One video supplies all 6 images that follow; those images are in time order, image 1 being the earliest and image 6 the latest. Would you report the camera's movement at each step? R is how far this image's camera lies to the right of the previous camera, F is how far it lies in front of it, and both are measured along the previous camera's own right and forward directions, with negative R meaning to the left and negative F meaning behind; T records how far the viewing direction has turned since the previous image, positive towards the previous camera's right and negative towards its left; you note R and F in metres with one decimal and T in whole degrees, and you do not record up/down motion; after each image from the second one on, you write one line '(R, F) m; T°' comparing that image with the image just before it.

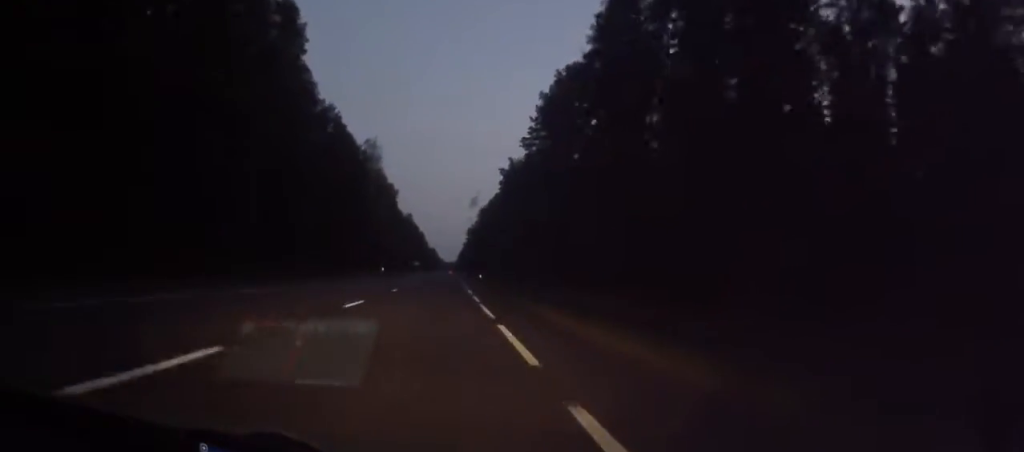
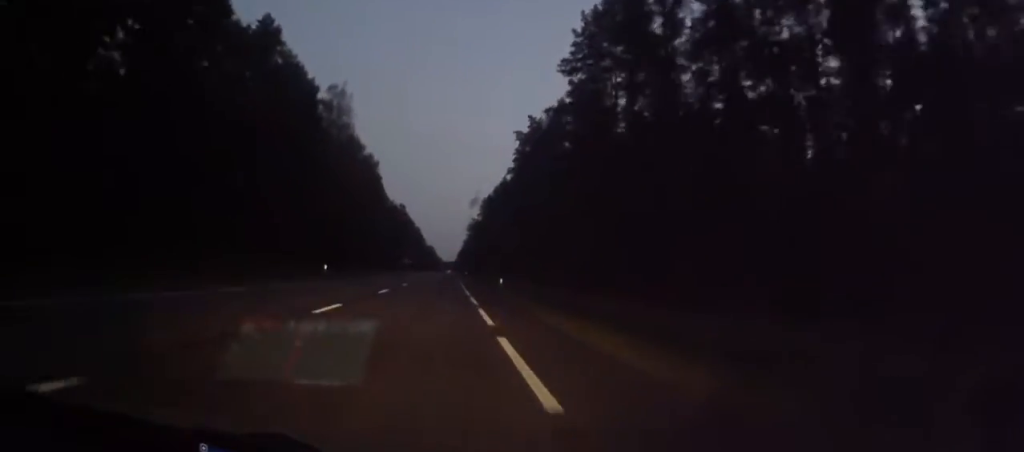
(0.0, +38.6) m; 0°
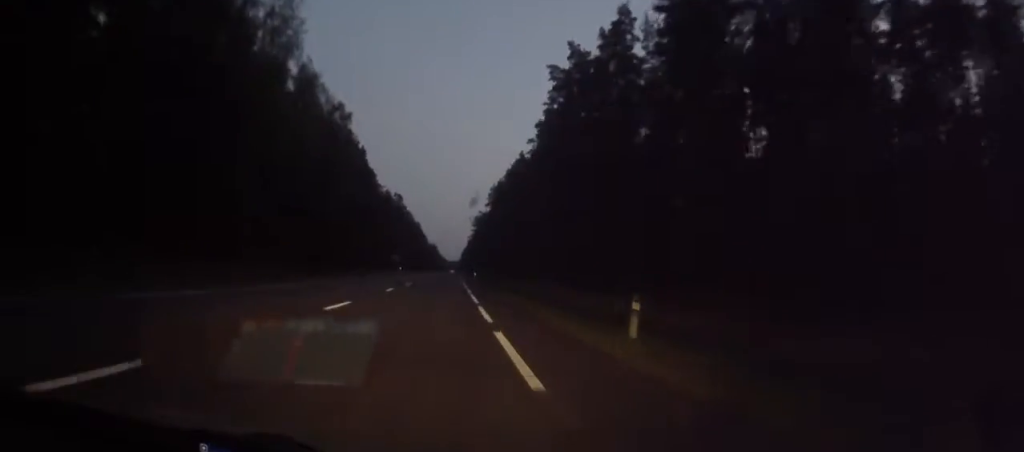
(-0.1, +34.8) m; -1°
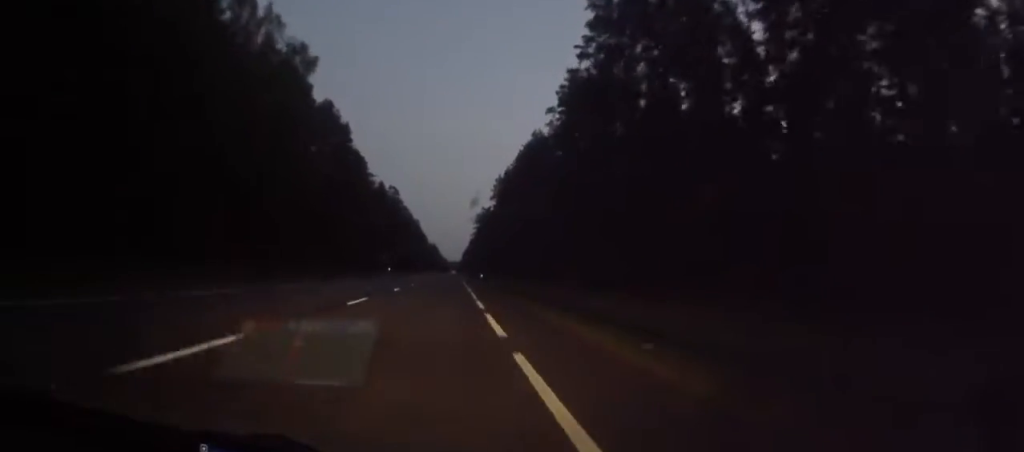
(-0.2, +21.3) m; 0°
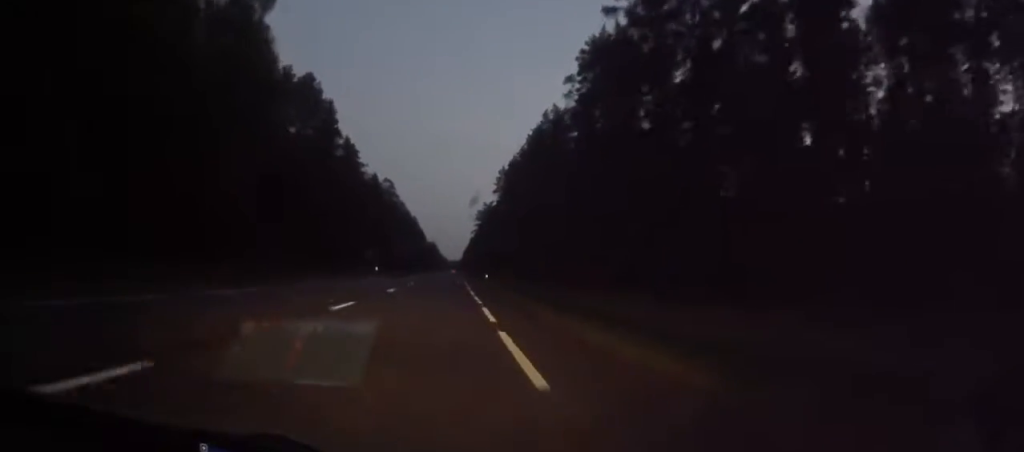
(+0.1, +14.6) m; 0°
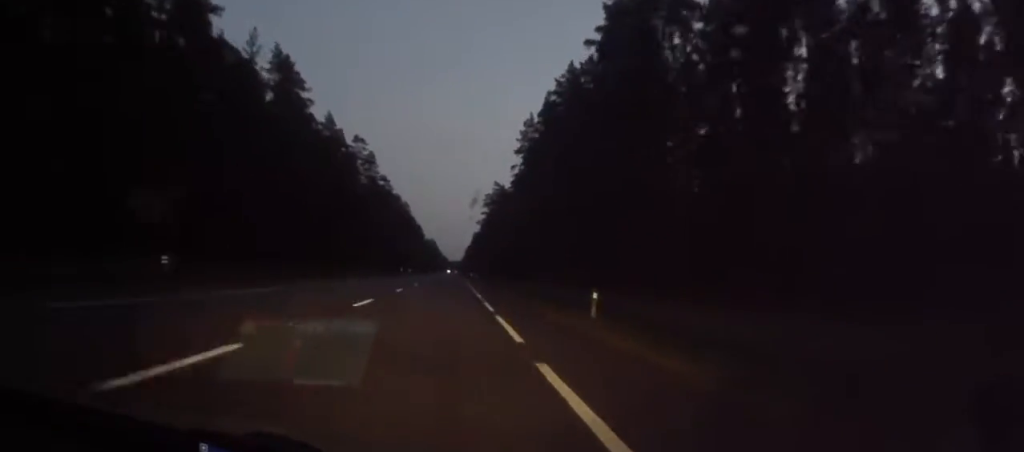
(+0.1, +58.5) m; 0°
